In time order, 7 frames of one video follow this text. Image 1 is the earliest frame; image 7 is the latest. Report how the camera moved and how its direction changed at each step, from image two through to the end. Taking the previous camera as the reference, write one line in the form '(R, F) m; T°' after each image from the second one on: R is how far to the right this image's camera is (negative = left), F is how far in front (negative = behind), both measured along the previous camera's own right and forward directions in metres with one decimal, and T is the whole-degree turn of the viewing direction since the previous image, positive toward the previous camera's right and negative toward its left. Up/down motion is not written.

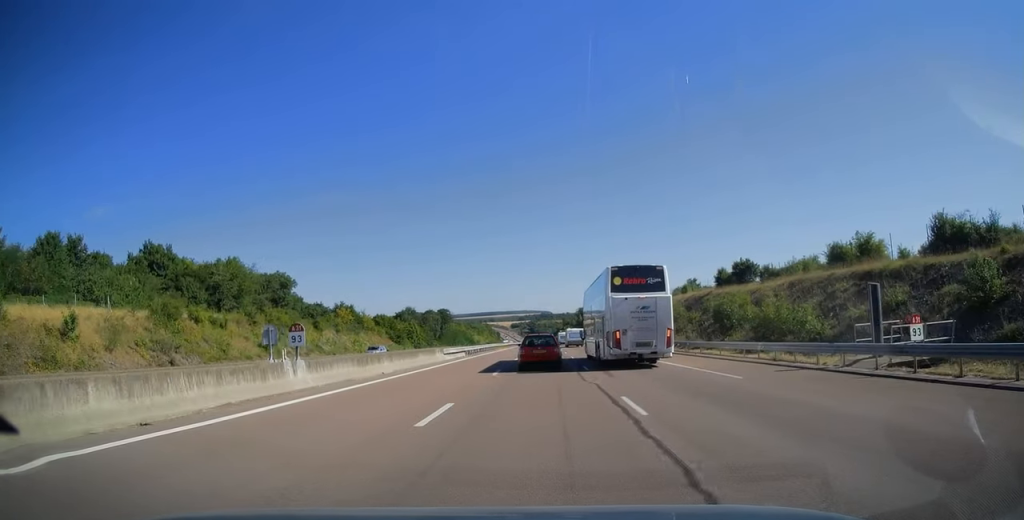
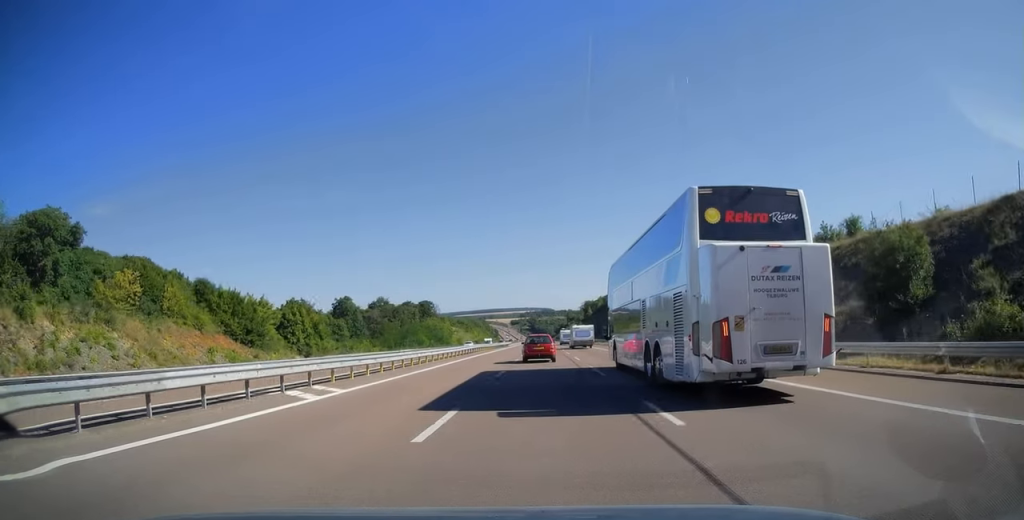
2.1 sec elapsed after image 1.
(-0.2, +67.0) m; 0°
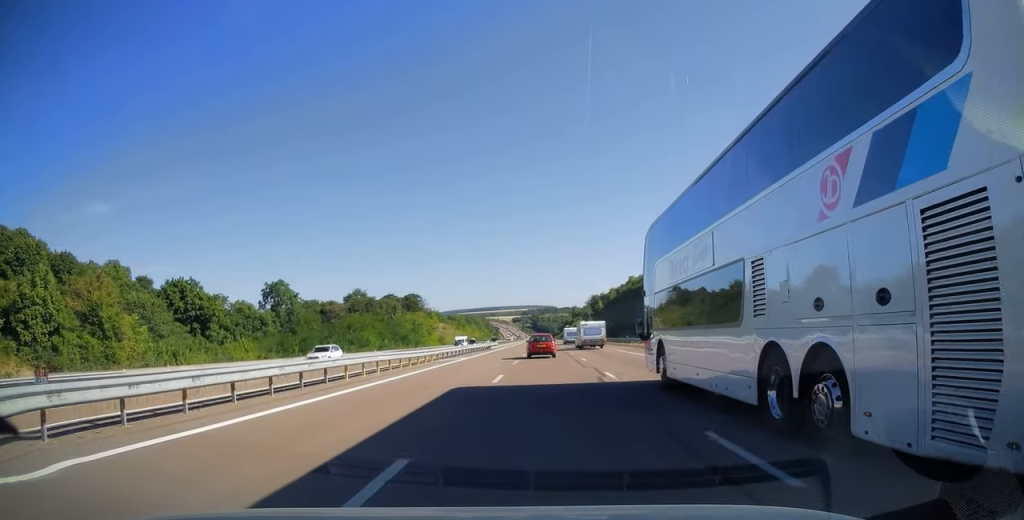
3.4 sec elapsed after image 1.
(0.0, +43.0) m; 0°
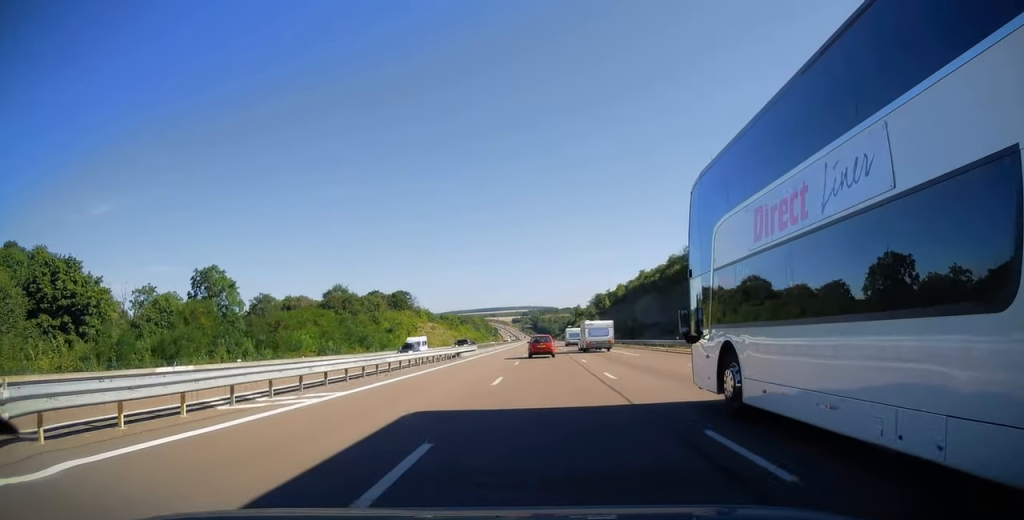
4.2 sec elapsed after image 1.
(0.0, +26.1) m; 0°
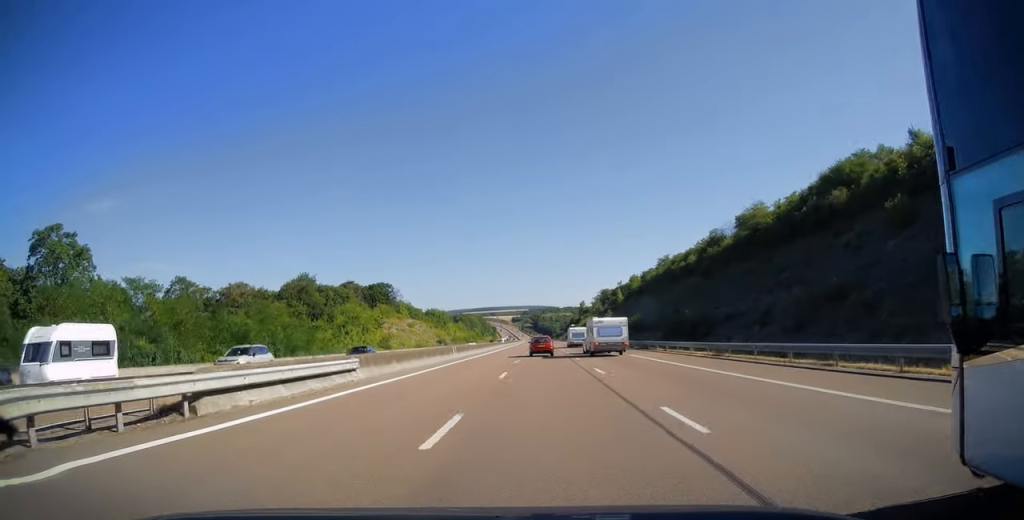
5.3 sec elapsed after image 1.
(-0.1, +36.4) m; 0°
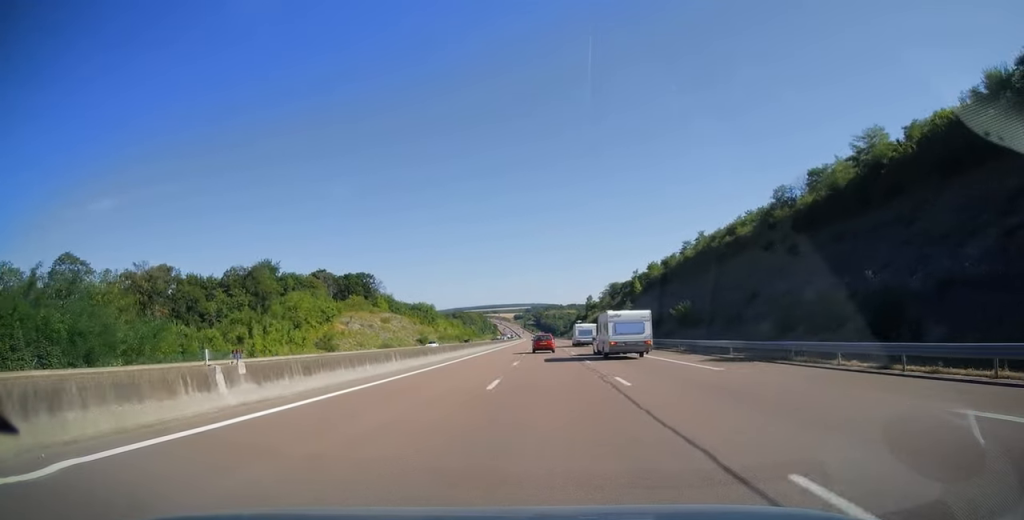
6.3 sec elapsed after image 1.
(-0.1, +32.1) m; 0°
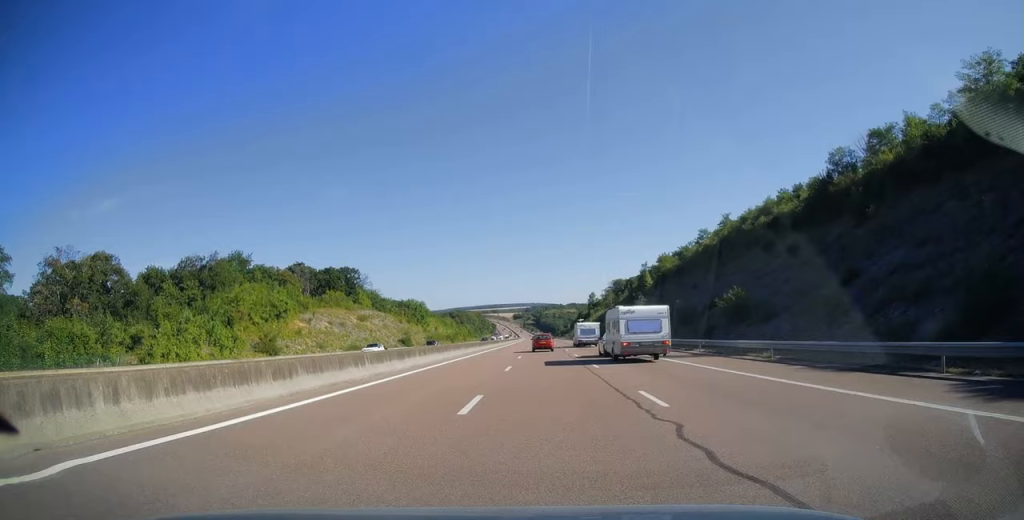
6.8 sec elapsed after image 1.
(0.0, +18.0) m; 0°
